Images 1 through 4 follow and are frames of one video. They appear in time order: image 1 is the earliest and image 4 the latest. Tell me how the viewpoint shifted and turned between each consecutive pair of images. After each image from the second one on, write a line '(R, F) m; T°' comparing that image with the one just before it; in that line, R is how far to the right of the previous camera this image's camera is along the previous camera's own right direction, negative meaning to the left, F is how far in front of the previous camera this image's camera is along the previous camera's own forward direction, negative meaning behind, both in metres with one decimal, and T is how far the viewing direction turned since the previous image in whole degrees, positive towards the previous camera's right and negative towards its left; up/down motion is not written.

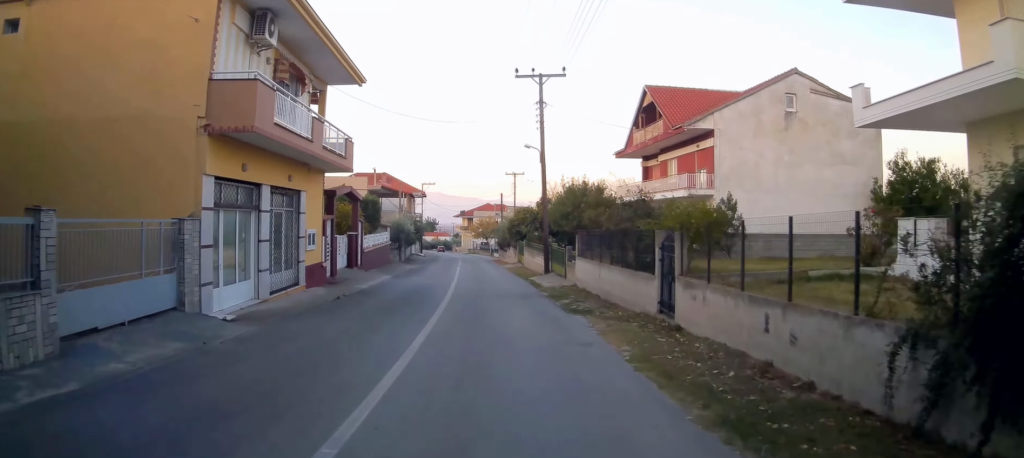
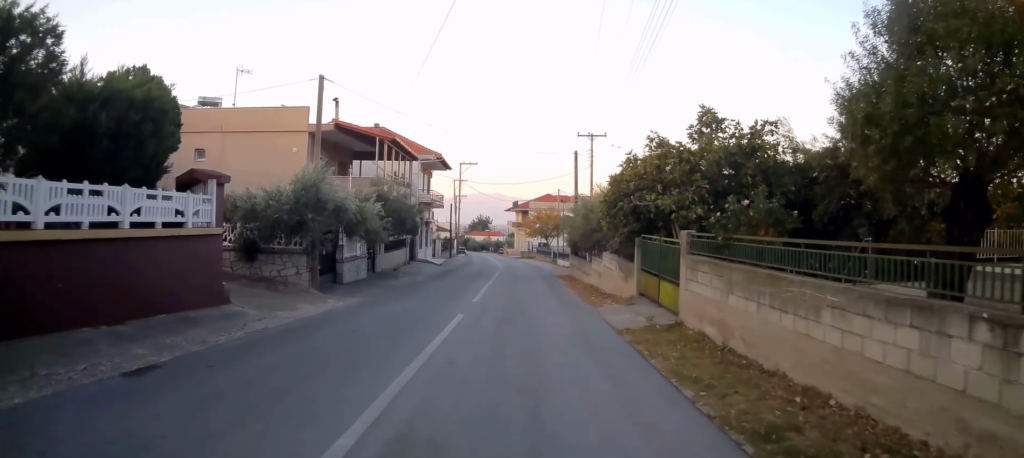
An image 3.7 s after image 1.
(-2.8, +32.5) m; -7°
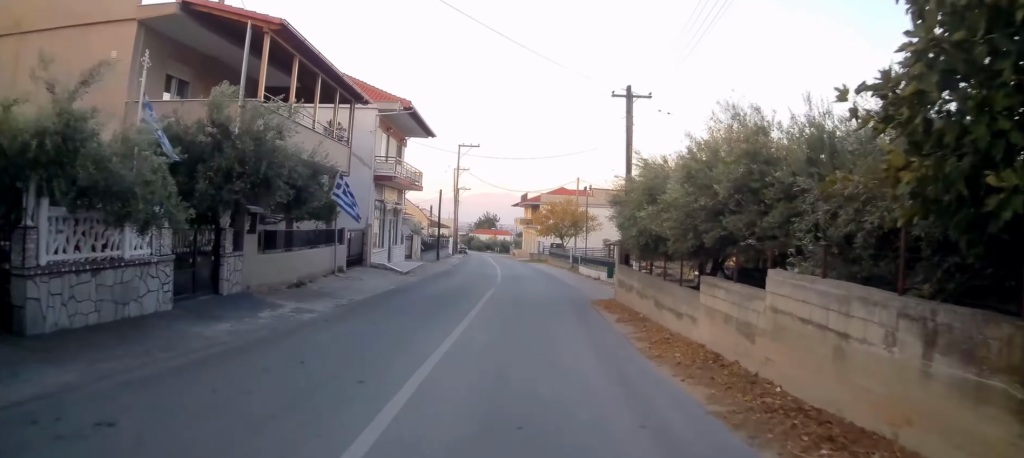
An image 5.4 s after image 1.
(+0.1, +16.6) m; -1°
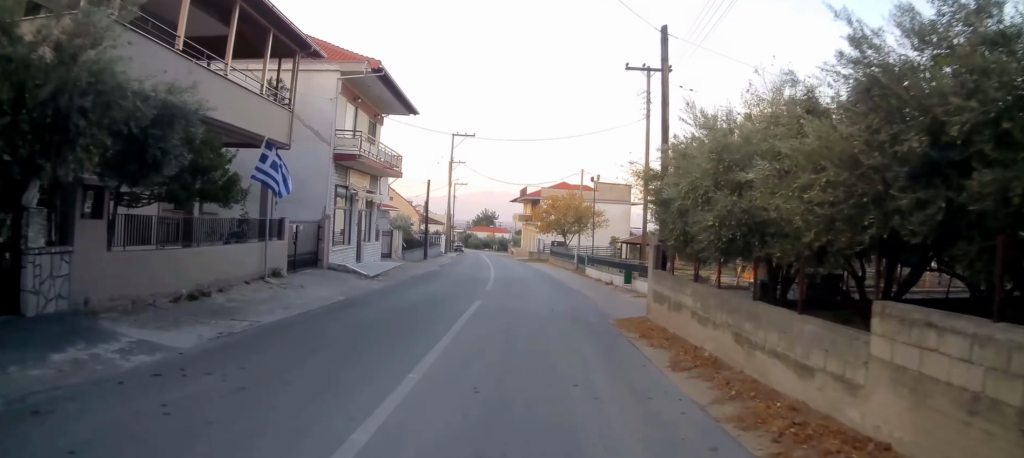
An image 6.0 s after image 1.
(-0.1, +6.2) m; 0°
